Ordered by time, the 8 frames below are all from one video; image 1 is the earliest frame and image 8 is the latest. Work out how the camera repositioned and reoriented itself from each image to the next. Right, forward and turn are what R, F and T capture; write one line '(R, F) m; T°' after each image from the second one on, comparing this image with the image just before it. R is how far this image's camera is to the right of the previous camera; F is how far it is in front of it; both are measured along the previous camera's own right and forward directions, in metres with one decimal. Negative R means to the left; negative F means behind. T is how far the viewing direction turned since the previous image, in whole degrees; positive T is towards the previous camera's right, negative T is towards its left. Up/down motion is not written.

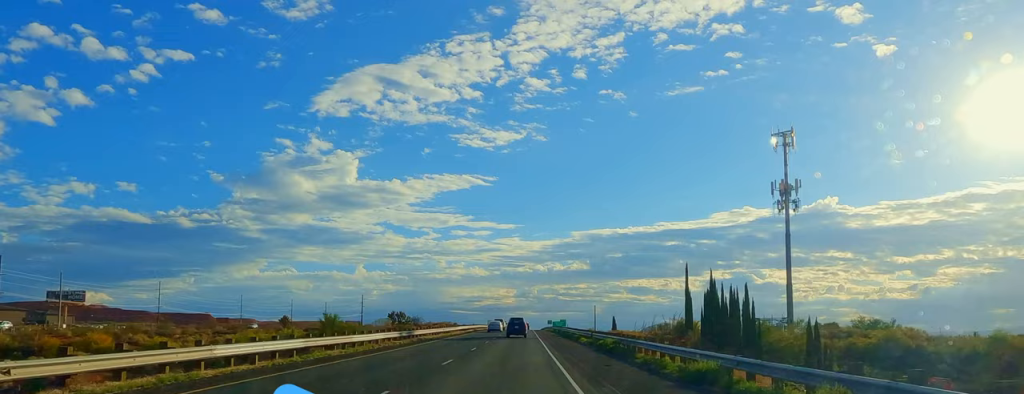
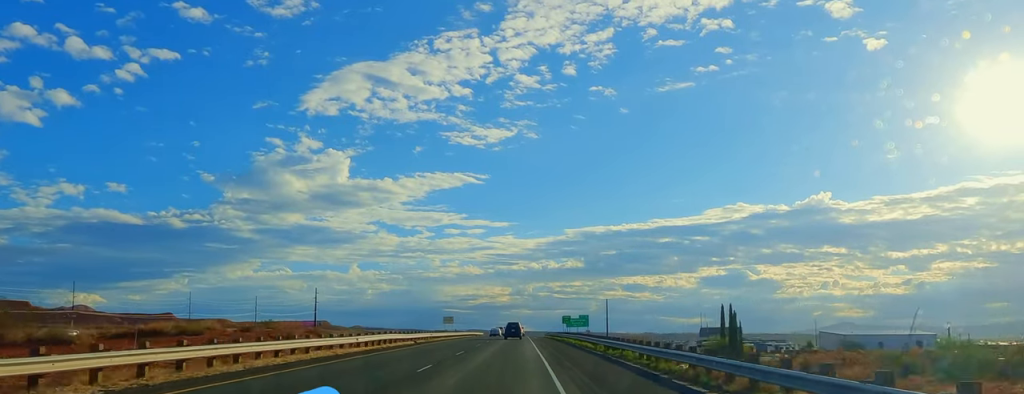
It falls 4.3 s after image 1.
(+1.5, +125.0) m; 0°
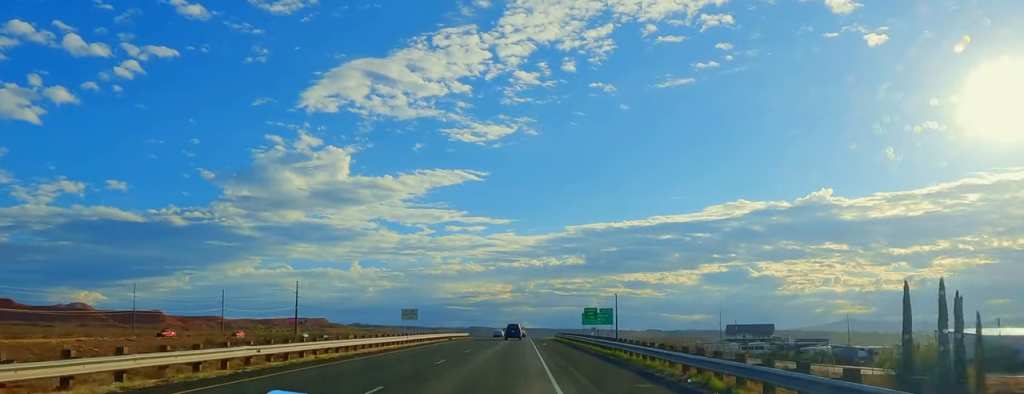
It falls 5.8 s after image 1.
(-0.6, +44.9) m; 0°
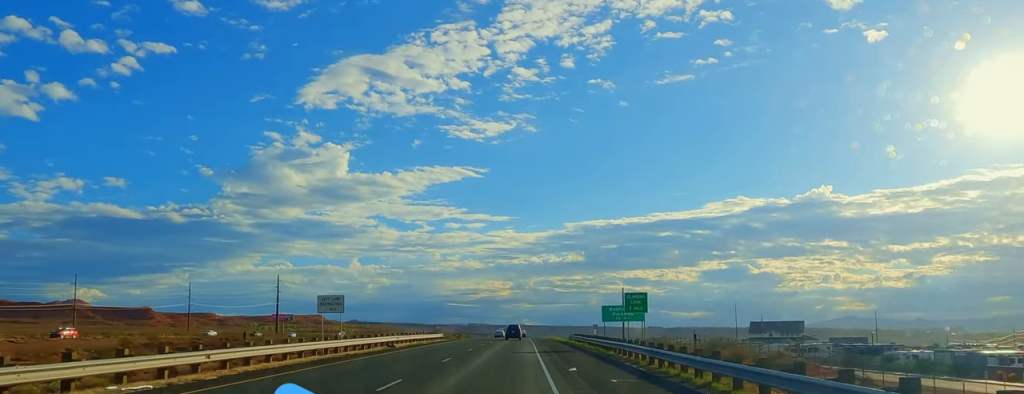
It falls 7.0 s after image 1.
(+0.8, +34.3) m; 0°
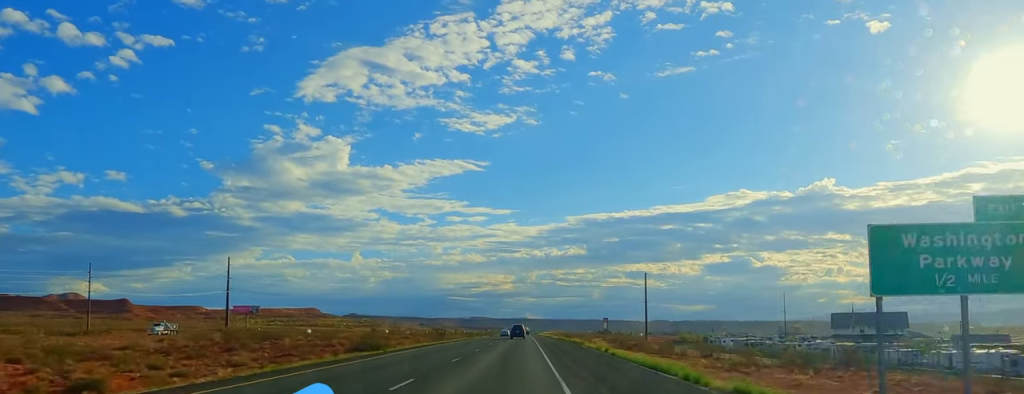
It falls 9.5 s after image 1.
(-1.0, +73.9) m; 0°
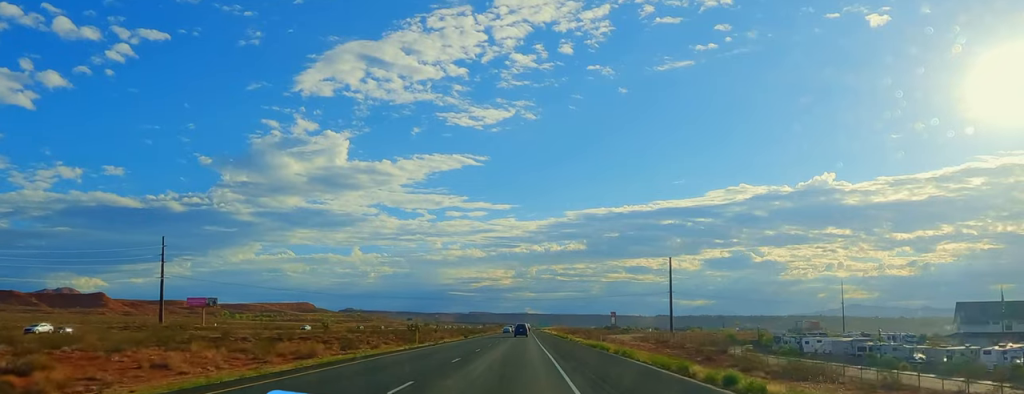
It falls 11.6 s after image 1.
(+1.3, +62.9) m; 0°
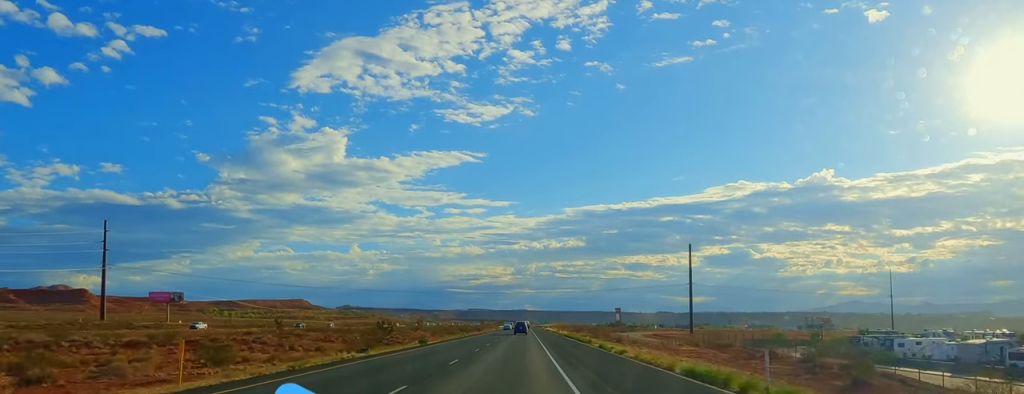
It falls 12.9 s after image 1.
(-0.6, +38.6) m; -1°
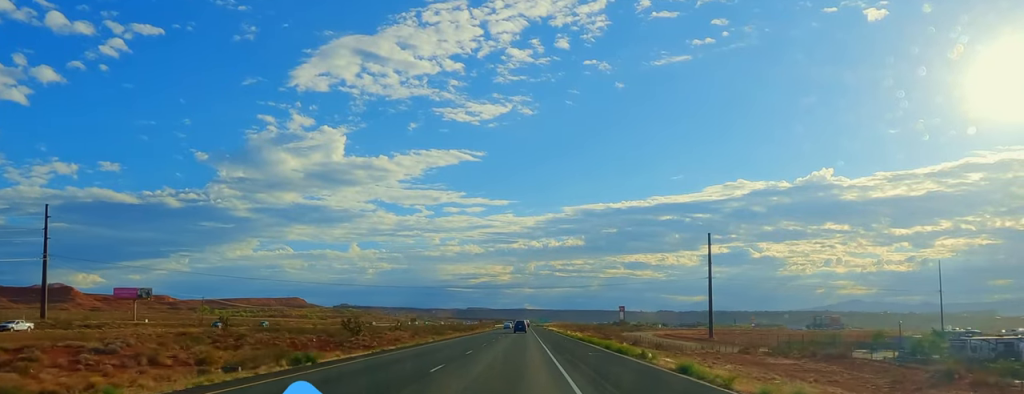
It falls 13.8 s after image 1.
(-0.1, +29.6) m; 0°
